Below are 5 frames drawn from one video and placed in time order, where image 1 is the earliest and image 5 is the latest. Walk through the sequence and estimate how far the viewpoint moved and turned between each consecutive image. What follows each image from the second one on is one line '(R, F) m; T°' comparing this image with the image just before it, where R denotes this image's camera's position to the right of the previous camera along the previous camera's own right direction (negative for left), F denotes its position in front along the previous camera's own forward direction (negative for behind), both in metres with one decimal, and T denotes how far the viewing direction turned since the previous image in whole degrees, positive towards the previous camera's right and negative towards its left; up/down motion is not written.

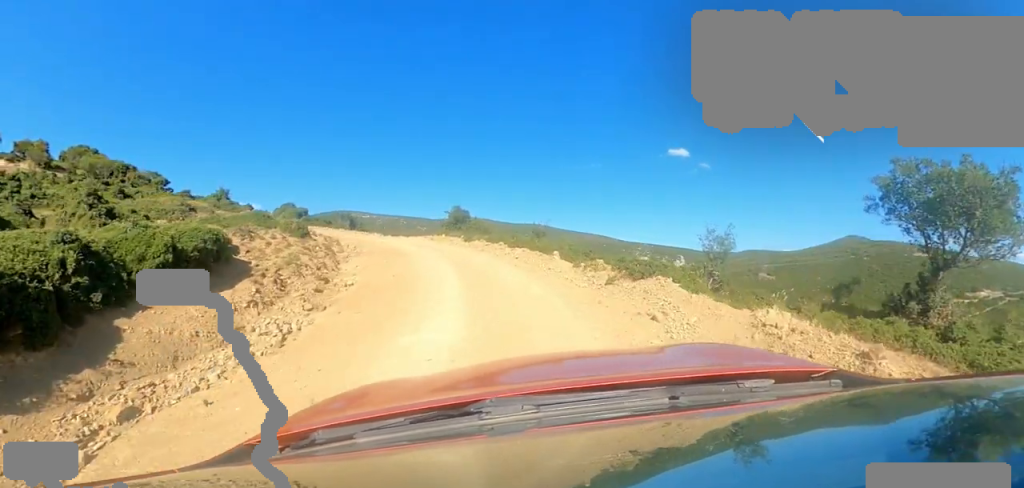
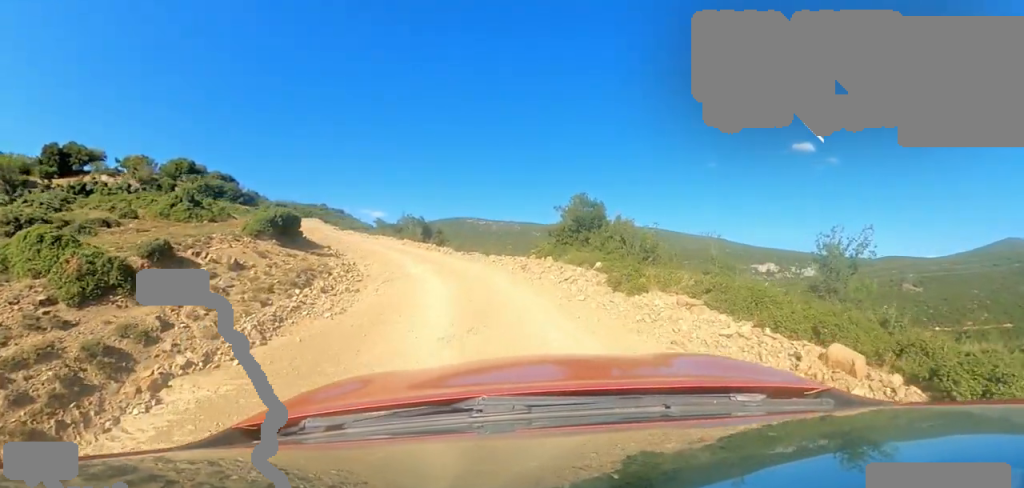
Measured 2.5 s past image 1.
(-0.9, +12.0) m; -22°
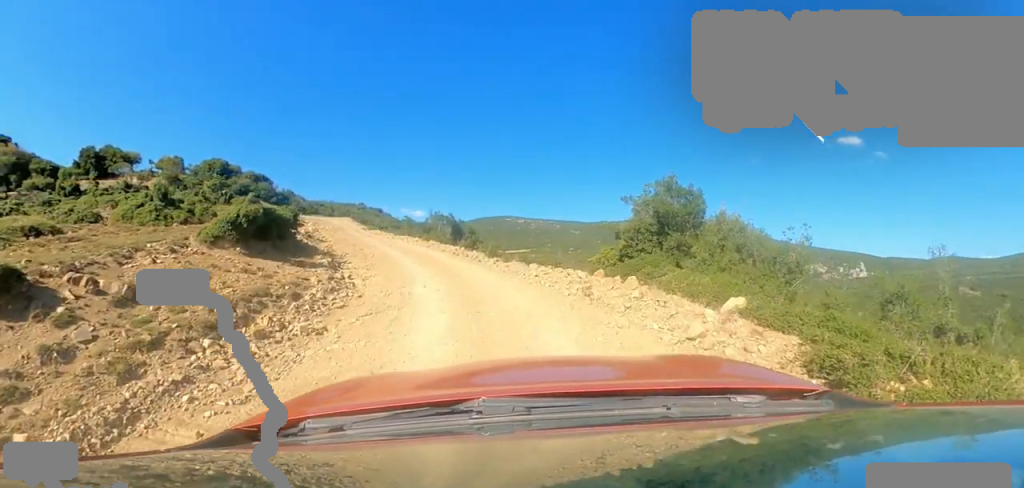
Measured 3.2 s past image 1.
(-1.2, +3.2) m; -4°
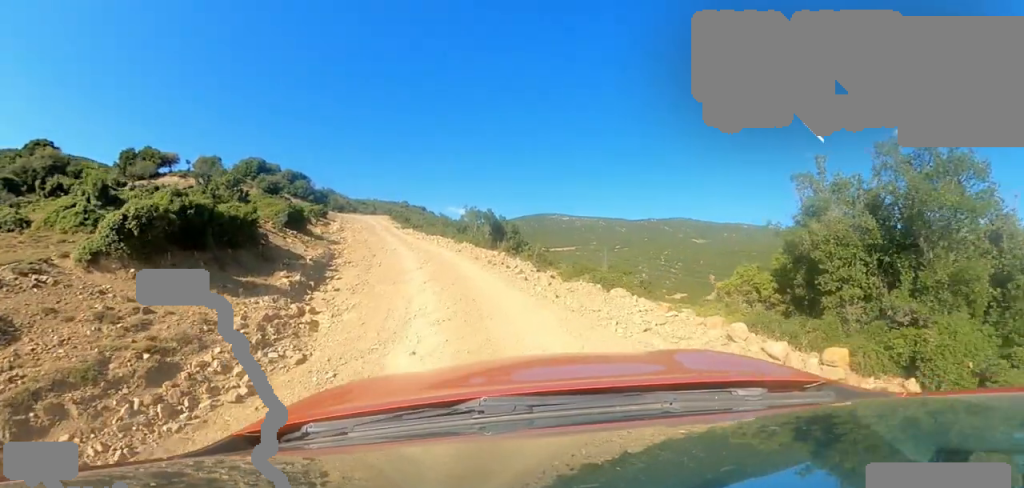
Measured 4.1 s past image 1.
(+1.1, +4.2) m; -6°
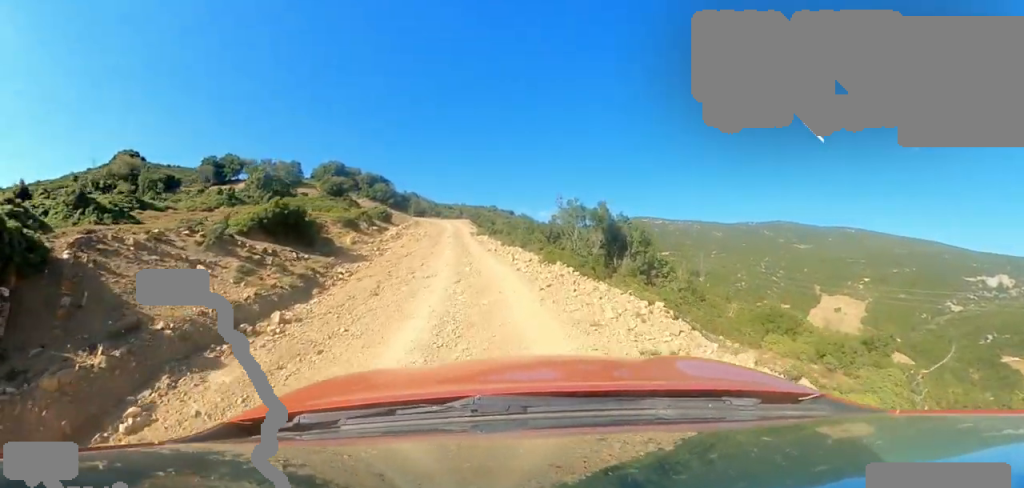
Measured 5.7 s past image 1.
(-1.9, +8.3) m; -11°
